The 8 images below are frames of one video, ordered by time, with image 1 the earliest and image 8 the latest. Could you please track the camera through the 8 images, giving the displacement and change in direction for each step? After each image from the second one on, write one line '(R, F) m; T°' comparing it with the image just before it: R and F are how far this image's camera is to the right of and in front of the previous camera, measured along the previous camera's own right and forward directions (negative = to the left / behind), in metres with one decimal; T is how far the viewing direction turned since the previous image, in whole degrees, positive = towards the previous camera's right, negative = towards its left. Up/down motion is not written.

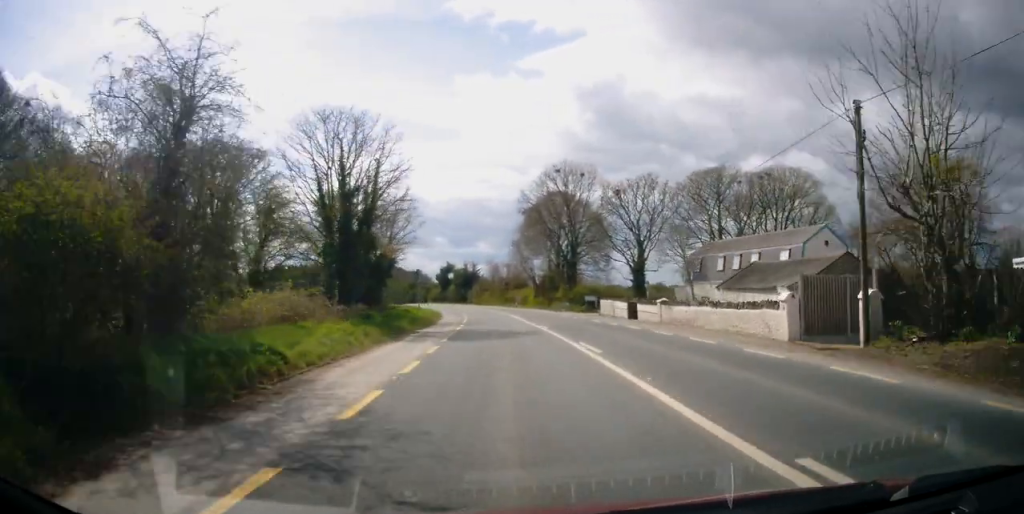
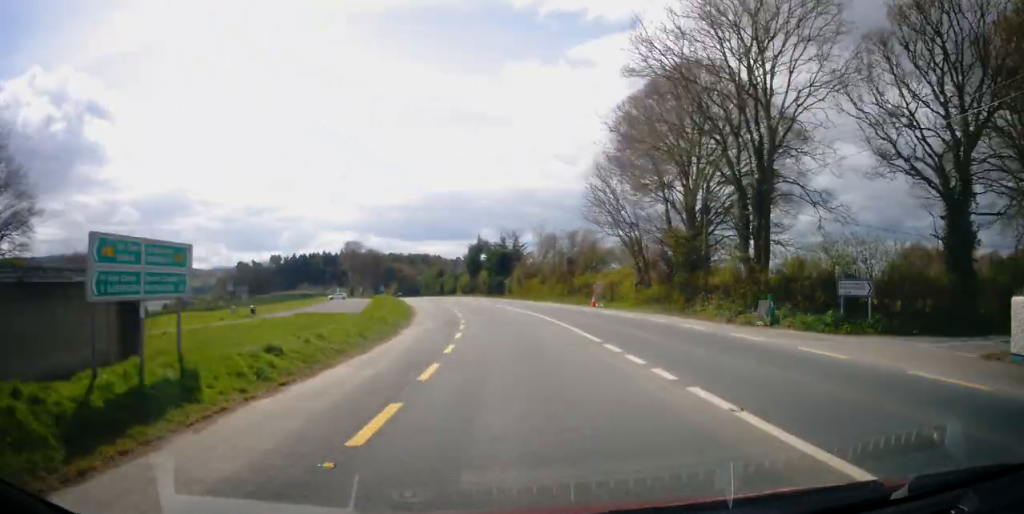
(-2.1, +41.4) m; -6°
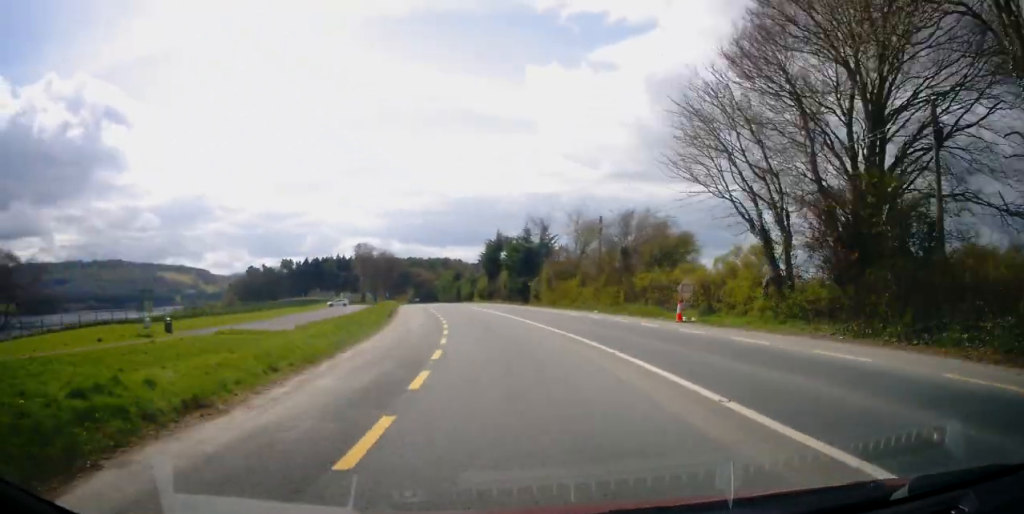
(-0.4, +16.8) m; -3°
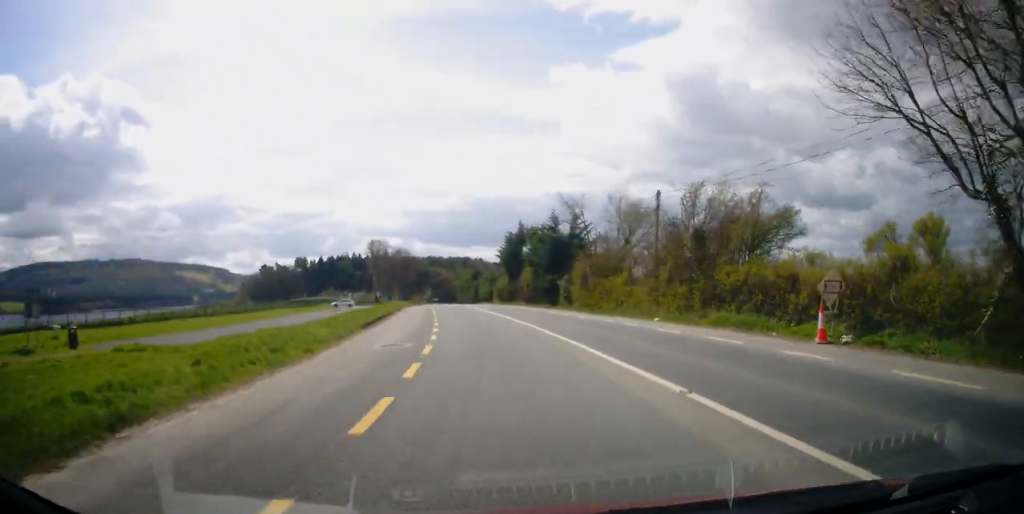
(-0.1, +10.8) m; -2°
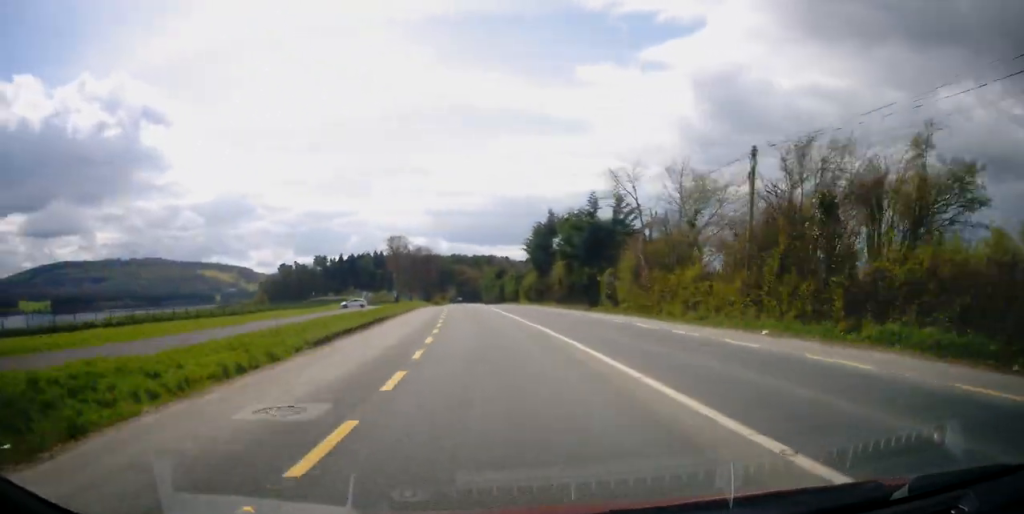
(-0.1, +9.5) m; -2°
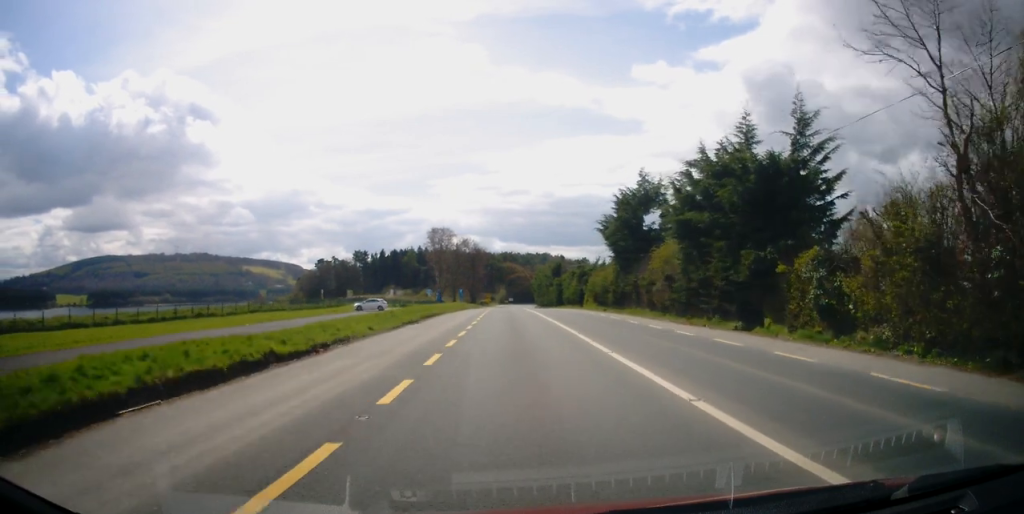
(-1.0, +21.1) m; -4°
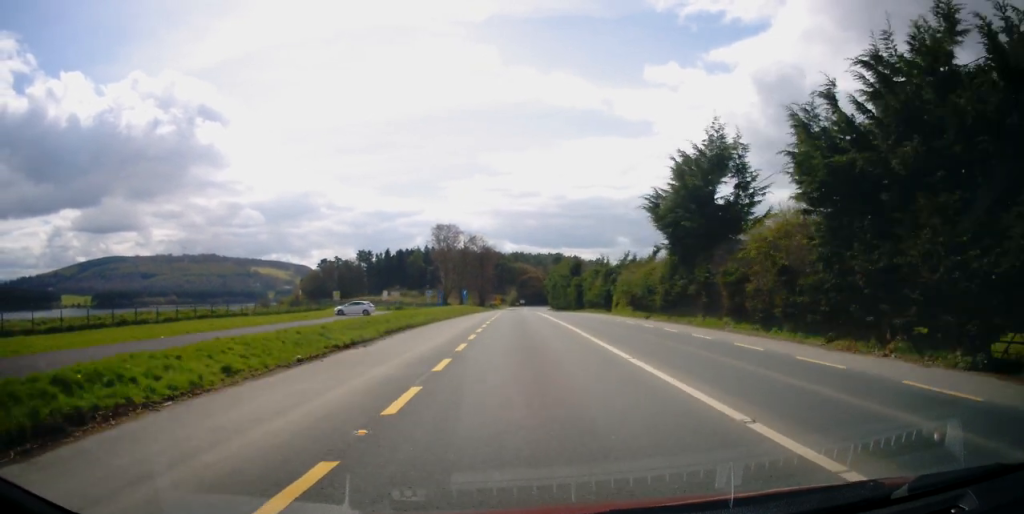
(-0.2, +12.7) m; 0°
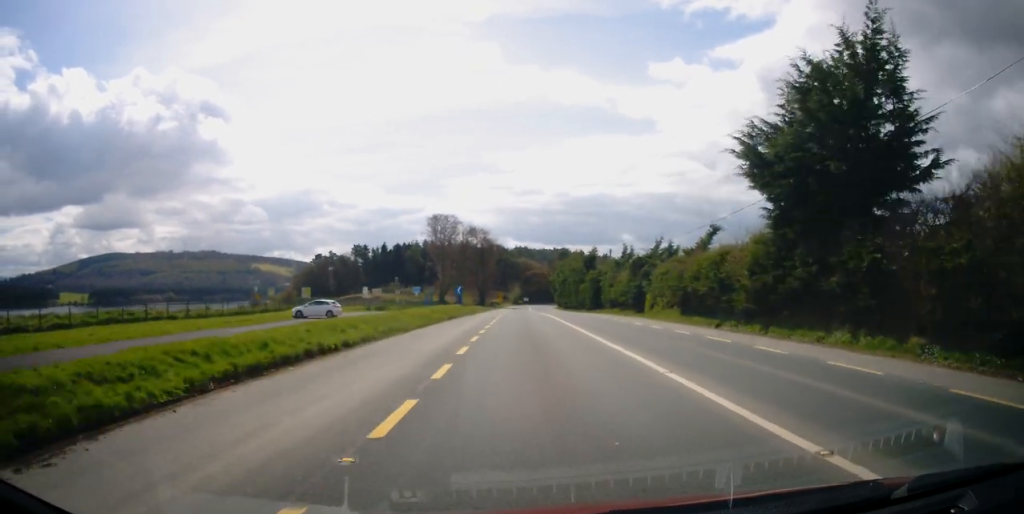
(+0.1, +12.9) m; +1°
